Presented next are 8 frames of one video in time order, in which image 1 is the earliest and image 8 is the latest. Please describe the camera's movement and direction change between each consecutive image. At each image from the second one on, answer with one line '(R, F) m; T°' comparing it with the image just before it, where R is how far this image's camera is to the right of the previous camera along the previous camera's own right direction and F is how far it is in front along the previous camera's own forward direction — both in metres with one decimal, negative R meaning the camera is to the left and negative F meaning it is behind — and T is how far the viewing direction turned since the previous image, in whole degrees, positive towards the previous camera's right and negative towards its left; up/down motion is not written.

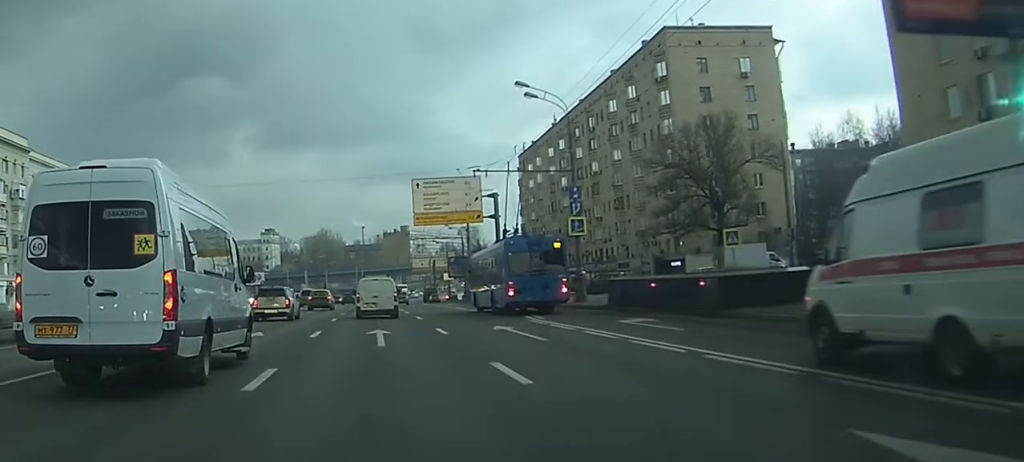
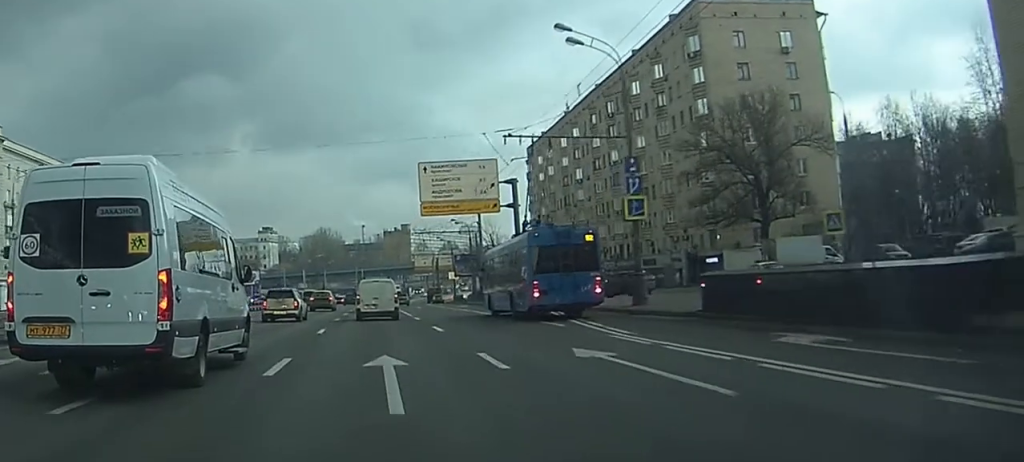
(-0.1, +10.1) m; 0°
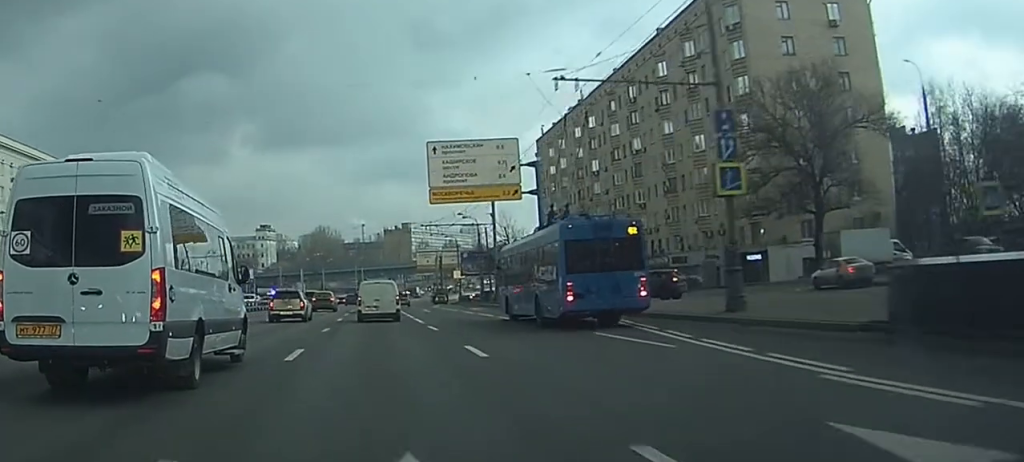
(0.0, +9.5) m; 0°
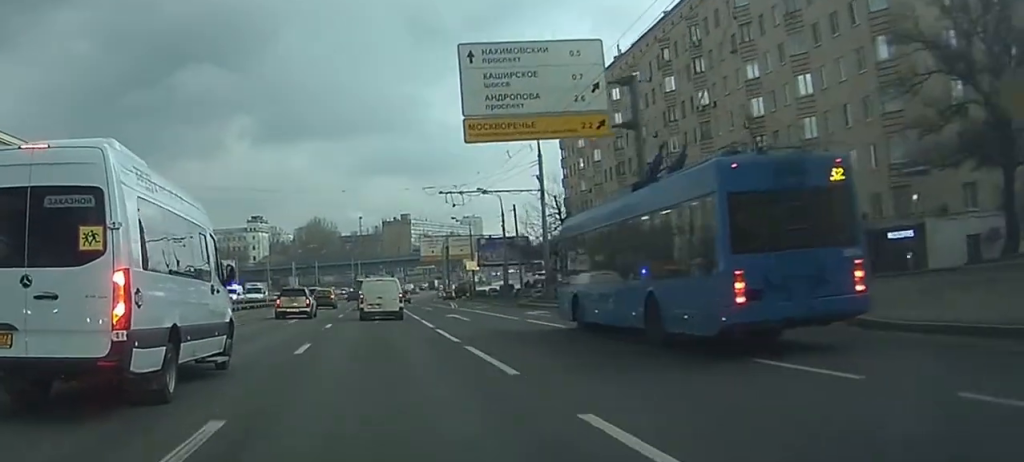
(-0.1, +22.1) m; 0°
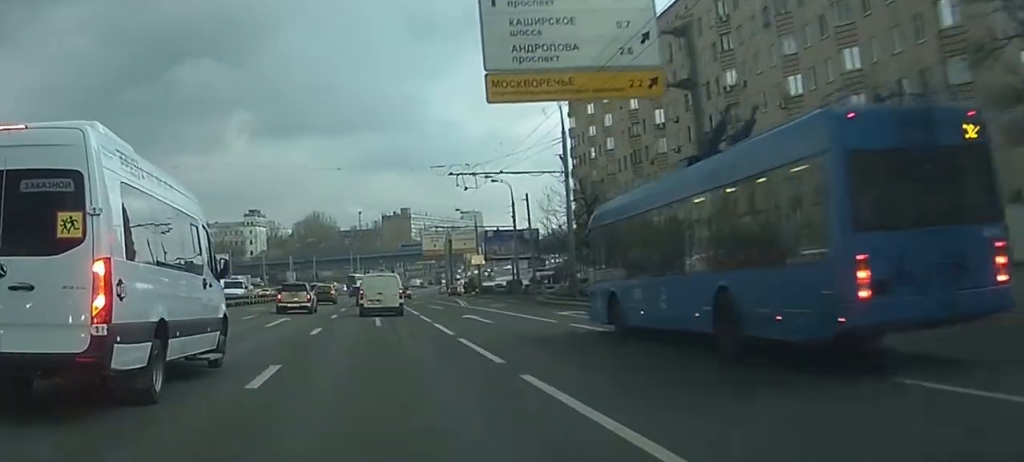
(0.0, +6.8) m; 0°
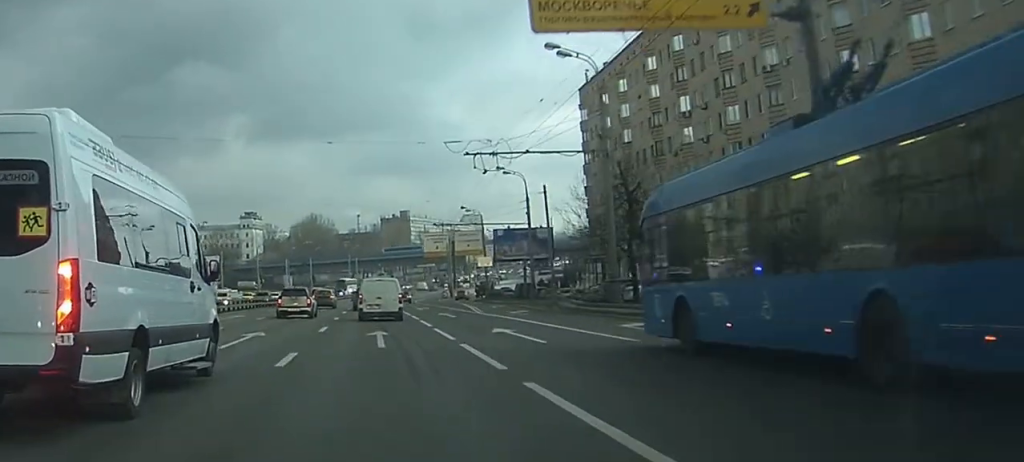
(+0.1, +8.2) m; 0°
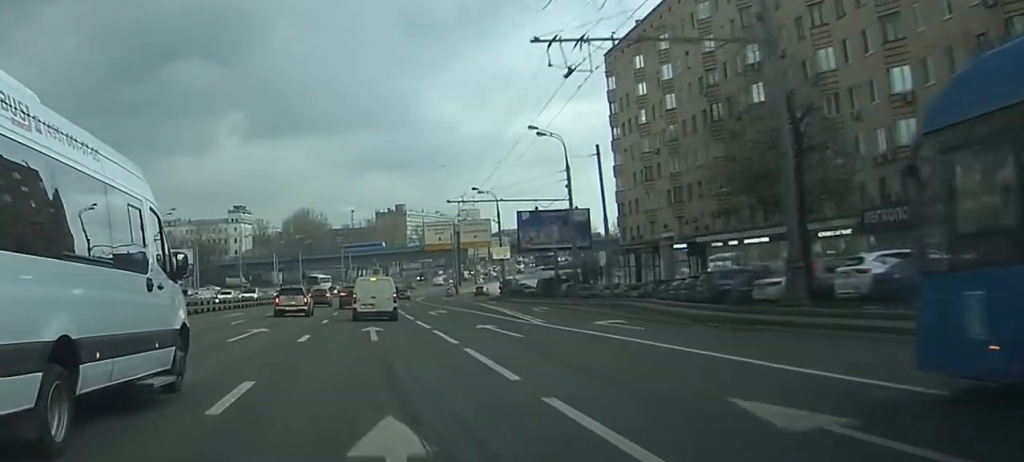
(+0.1, +17.4) m; +1°
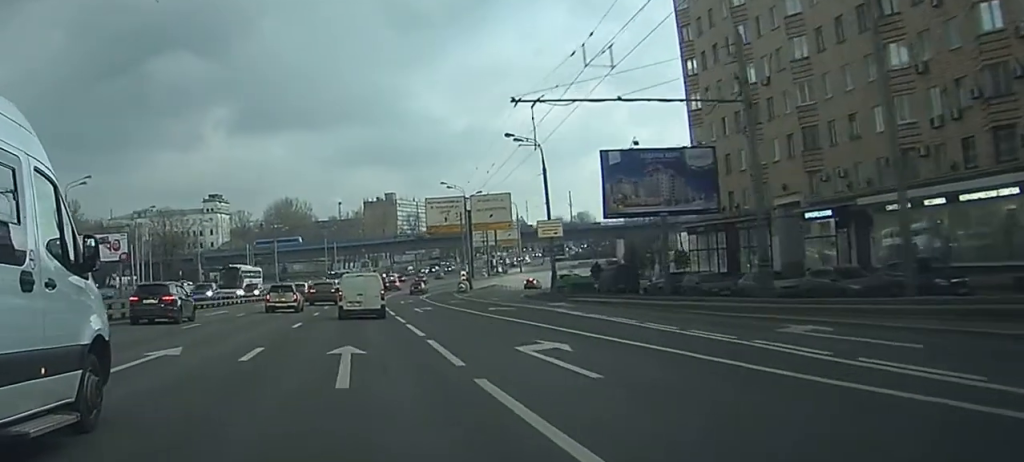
(+0.2, +29.4) m; +1°
